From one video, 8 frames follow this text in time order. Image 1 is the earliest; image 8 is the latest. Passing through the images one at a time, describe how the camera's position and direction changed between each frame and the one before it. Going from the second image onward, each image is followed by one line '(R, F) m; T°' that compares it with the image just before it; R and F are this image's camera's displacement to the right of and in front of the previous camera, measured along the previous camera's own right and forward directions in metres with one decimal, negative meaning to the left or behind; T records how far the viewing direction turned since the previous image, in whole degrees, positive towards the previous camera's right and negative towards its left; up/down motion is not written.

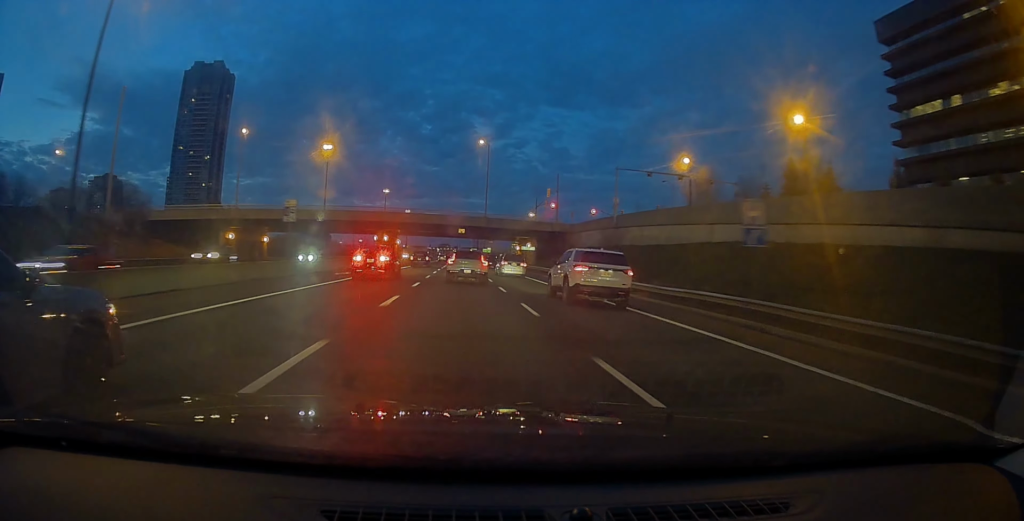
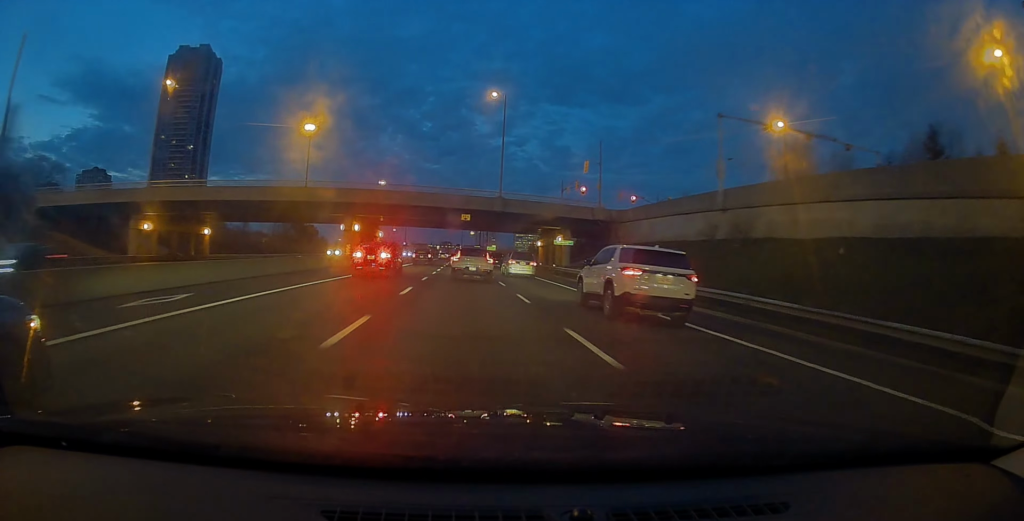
(0.0, +23.6) m; 0°
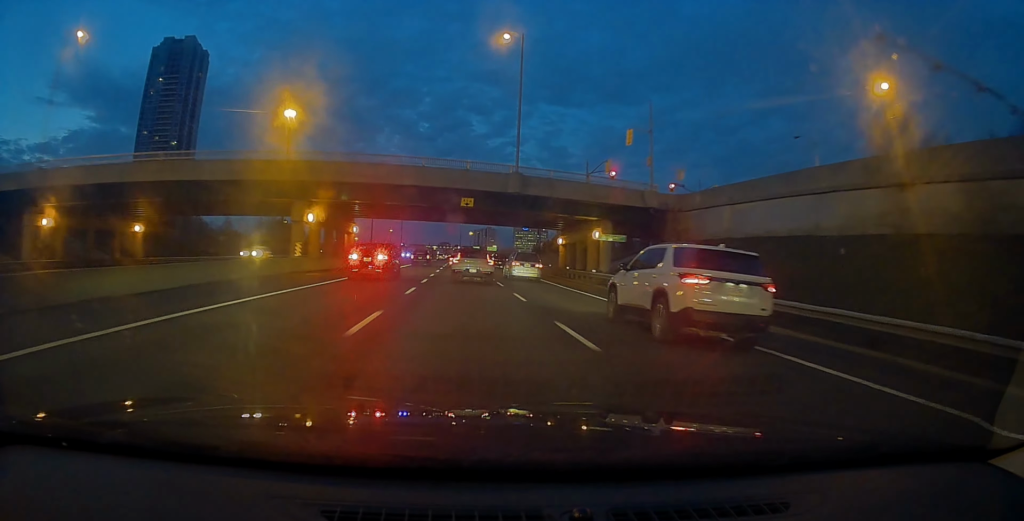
(0.0, +16.7) m; 0°
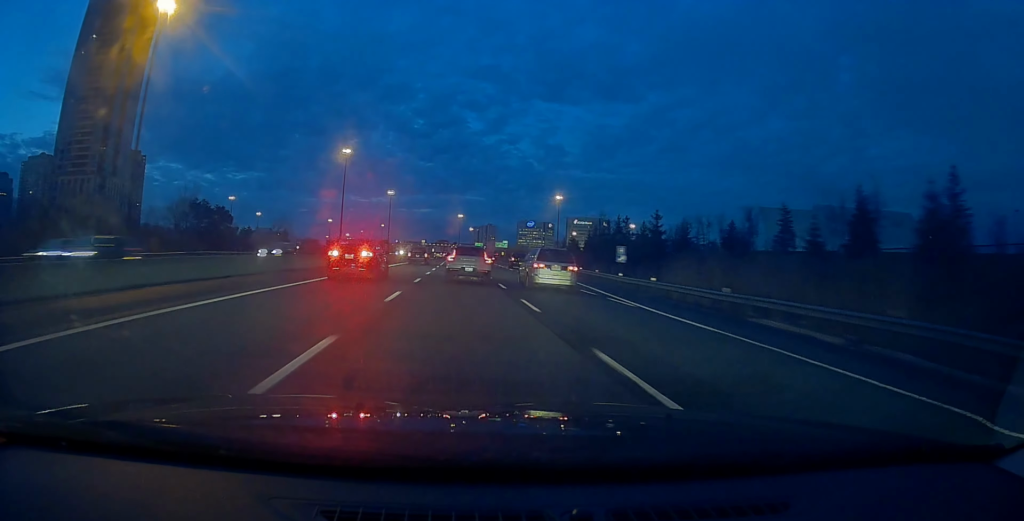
(+0.5, +64.9) m; +1°
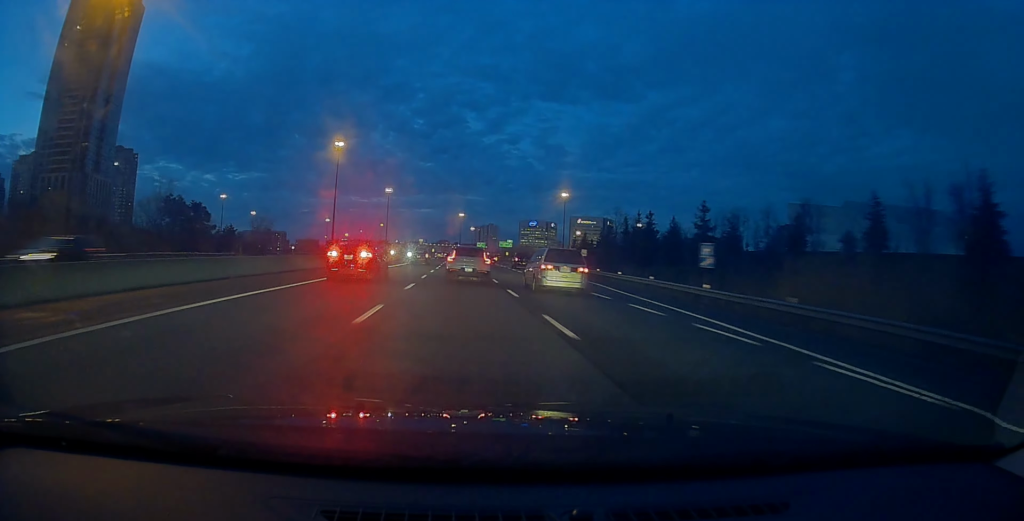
(0.0, +13.5) m; 0°
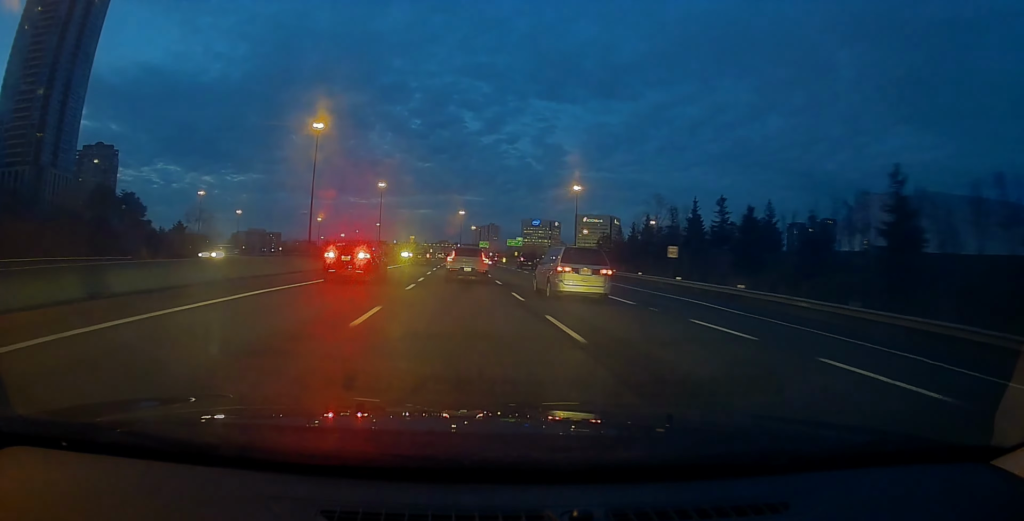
(-0.3, +27.8) m; -1°
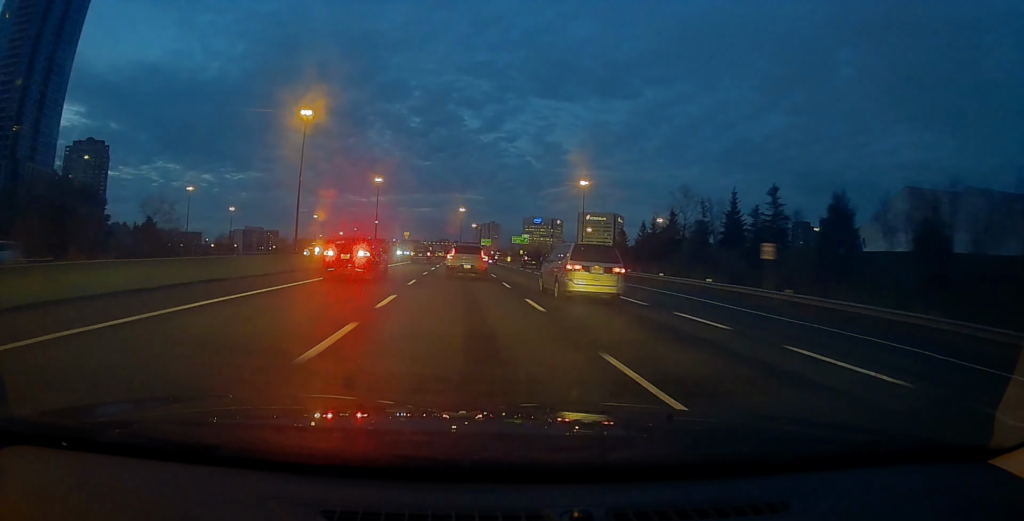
(+0.1, +12.8) m; 0°
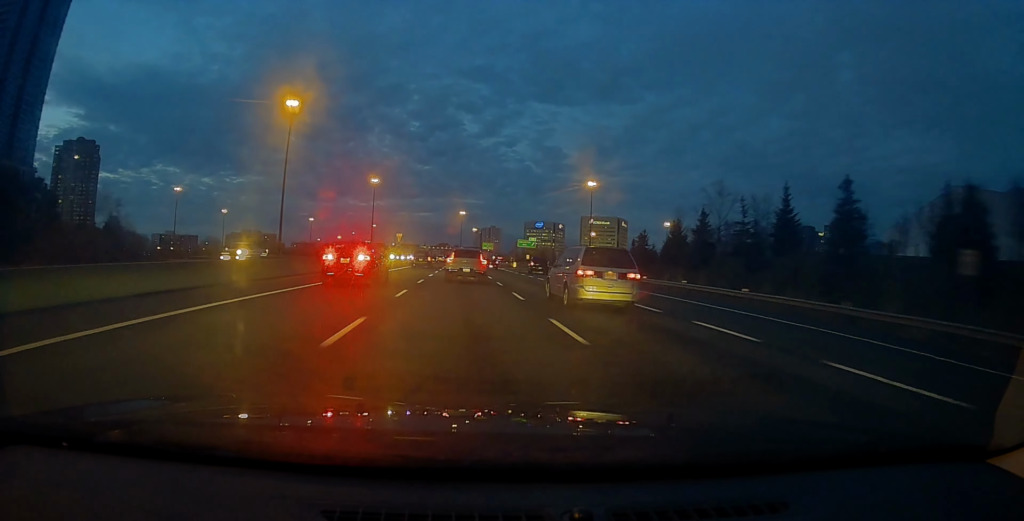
(-0.2, +13.1) m; 0°
